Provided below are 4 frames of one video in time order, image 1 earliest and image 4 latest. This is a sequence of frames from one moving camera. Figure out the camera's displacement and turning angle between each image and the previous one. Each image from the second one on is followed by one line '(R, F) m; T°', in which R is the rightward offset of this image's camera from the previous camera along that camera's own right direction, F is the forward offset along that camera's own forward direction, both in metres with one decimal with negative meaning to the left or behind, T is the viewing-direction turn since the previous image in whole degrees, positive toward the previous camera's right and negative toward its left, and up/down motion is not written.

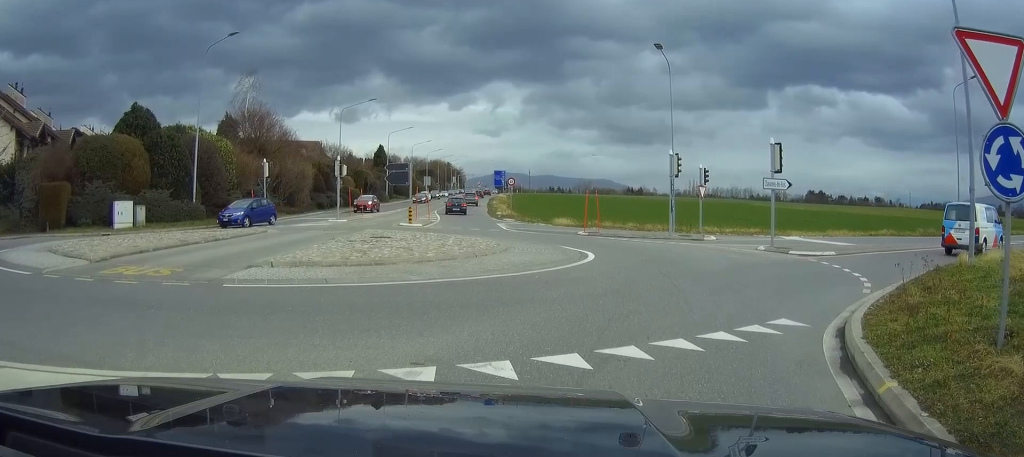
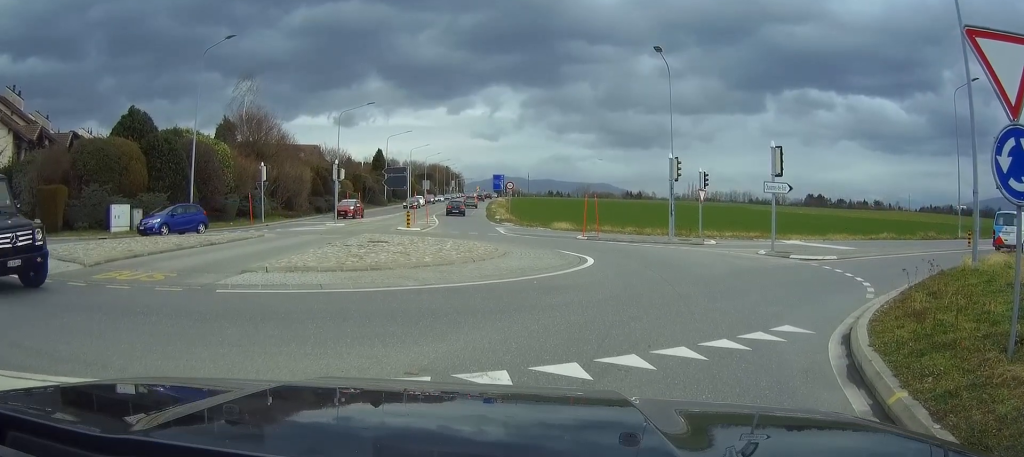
(0.0, +0.3) m; 0°
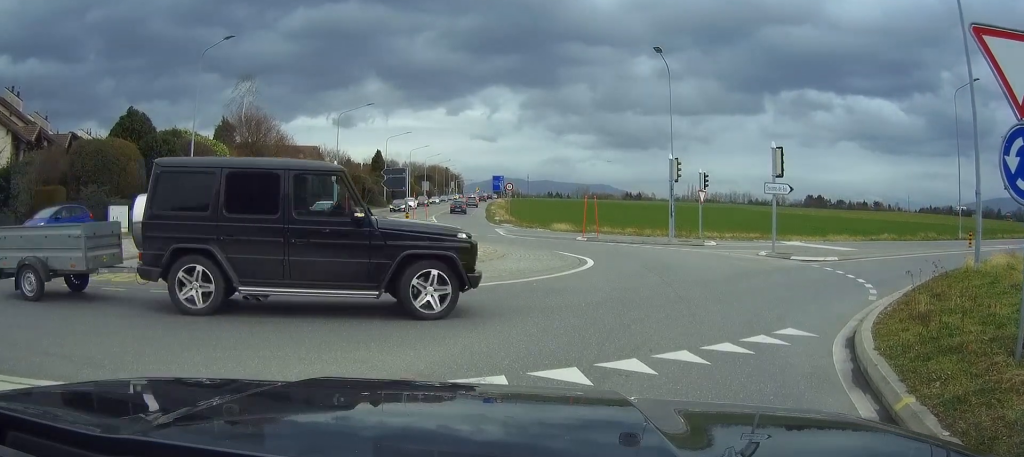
(+0.1, +0.4) m; 0°
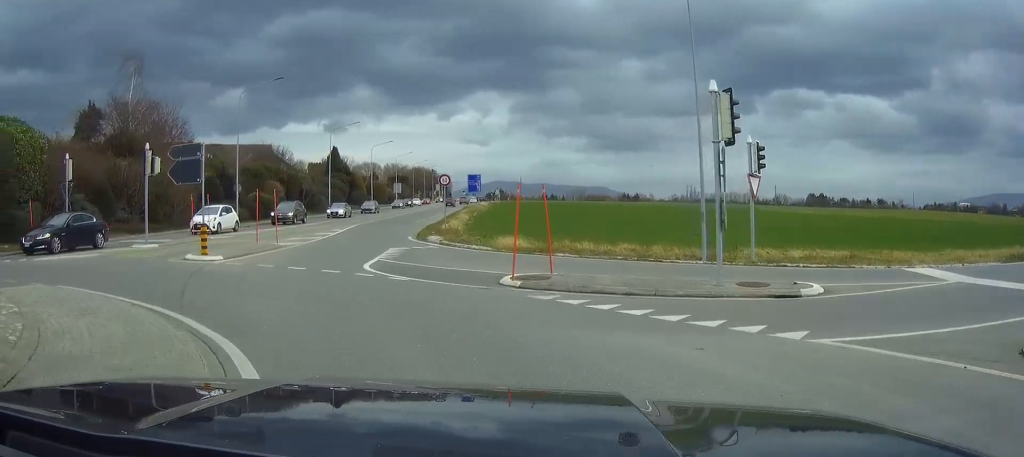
(+3.9, +17.6) m; +4°
